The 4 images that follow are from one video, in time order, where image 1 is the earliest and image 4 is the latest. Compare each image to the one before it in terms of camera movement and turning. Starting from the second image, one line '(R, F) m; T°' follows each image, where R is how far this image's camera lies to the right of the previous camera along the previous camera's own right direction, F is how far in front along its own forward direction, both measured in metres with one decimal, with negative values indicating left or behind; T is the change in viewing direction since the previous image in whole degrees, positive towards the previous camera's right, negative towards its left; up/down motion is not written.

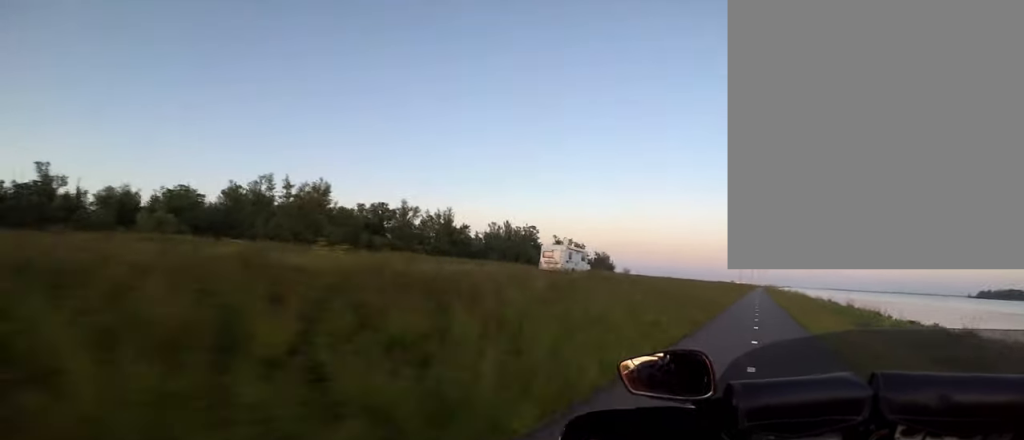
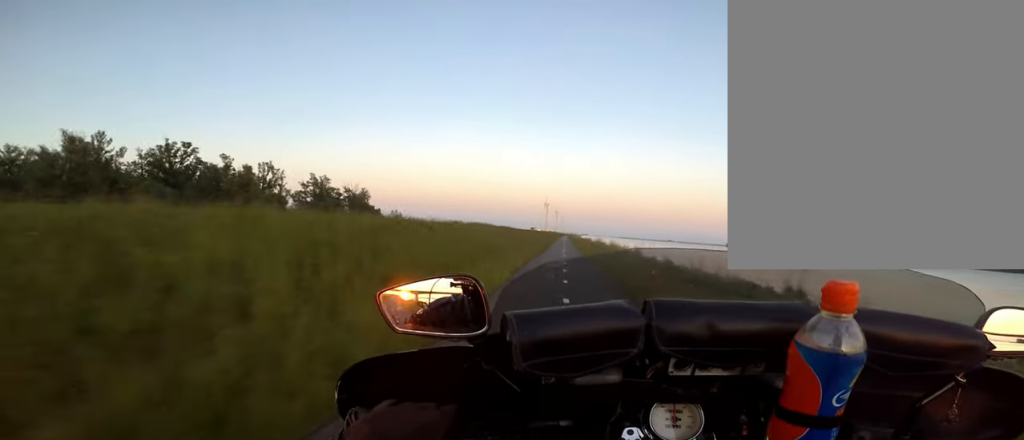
(+3.1, +67.6) m; +3°
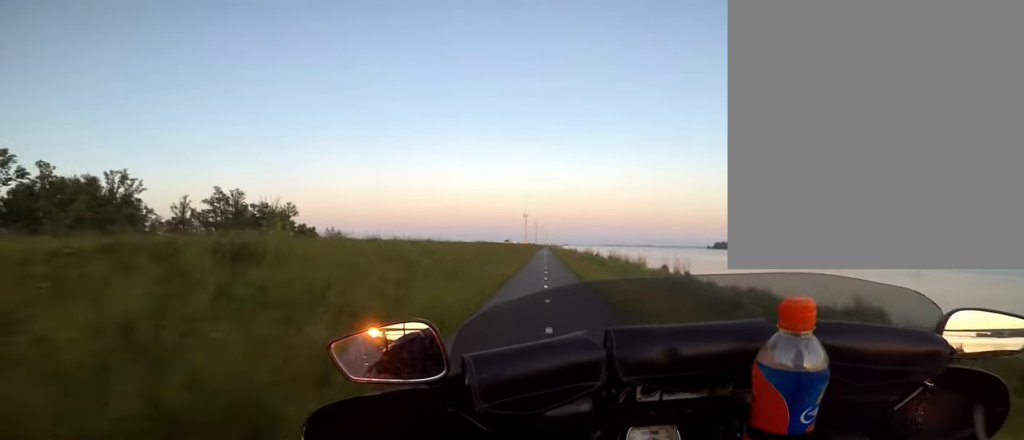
(+1.6, +27.3) m; +2°
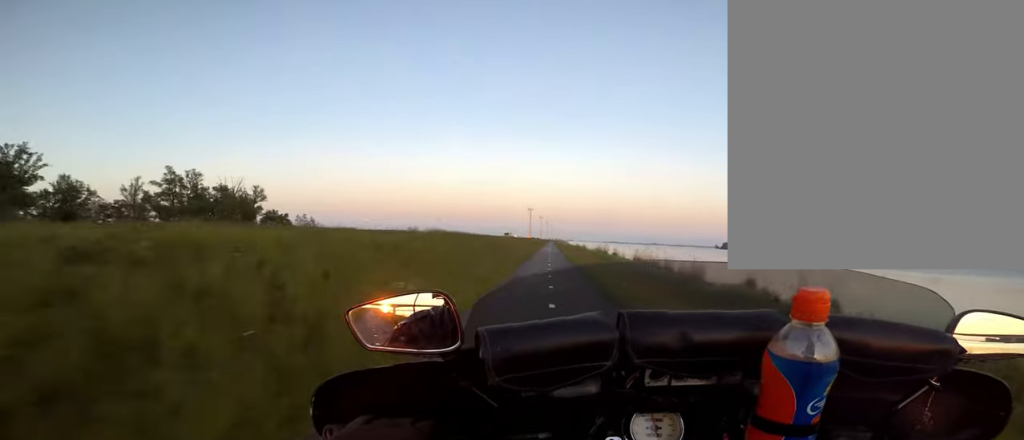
(-0.6, +16.5) m; -4°
